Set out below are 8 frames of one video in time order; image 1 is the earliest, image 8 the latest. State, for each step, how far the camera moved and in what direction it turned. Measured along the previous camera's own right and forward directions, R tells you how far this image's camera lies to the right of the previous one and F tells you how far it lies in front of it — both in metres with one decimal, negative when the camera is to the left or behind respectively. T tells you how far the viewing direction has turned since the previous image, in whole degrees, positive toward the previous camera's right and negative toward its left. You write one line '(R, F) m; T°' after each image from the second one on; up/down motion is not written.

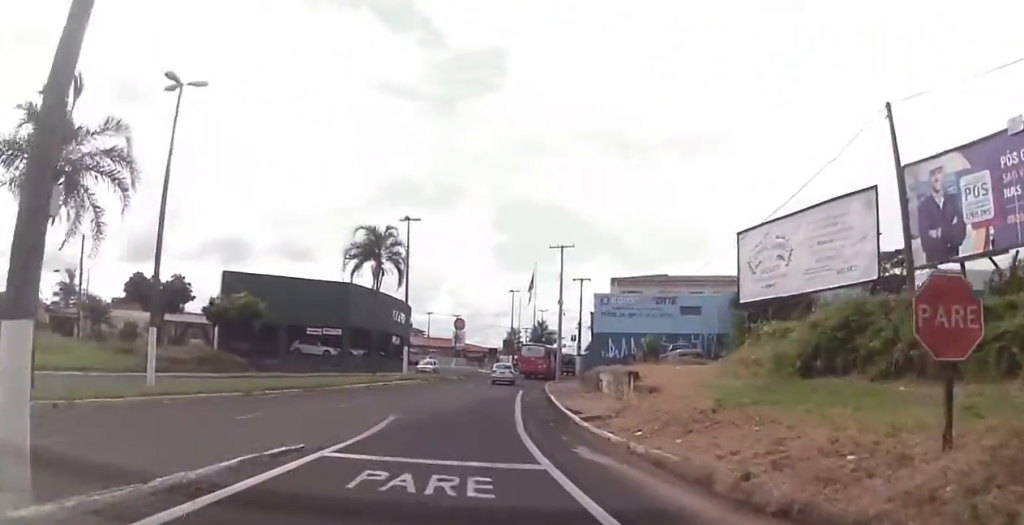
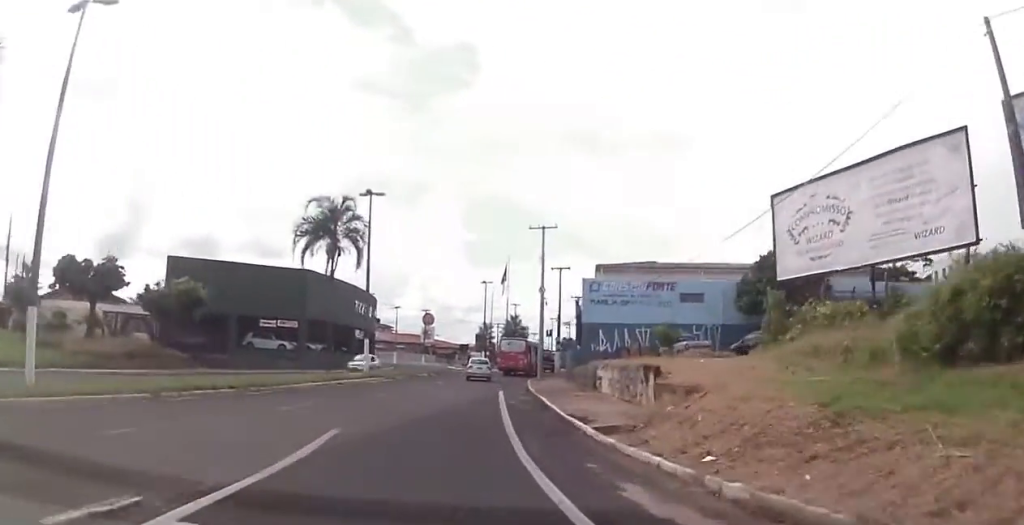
(+0.1, +6.4) m; +6°
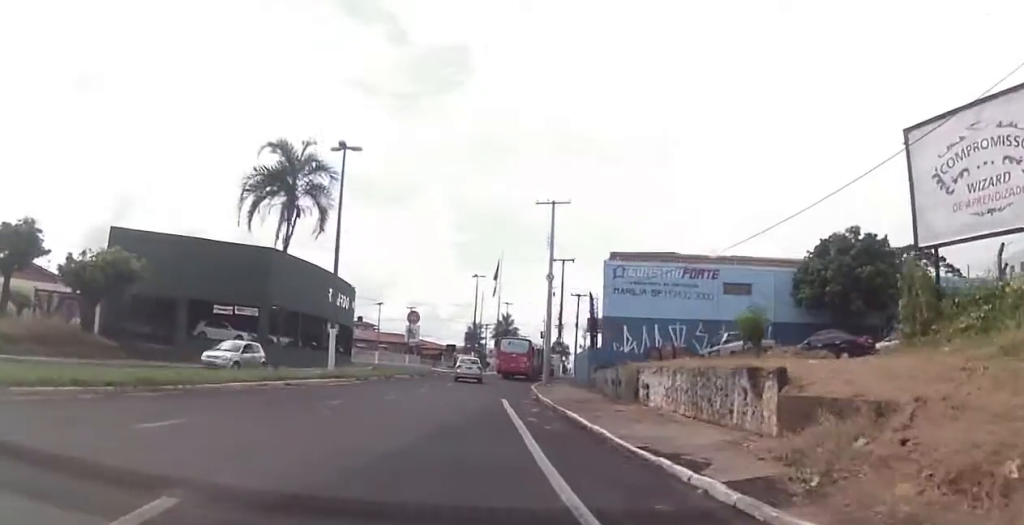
(+0.7, +8.4) m; +9°
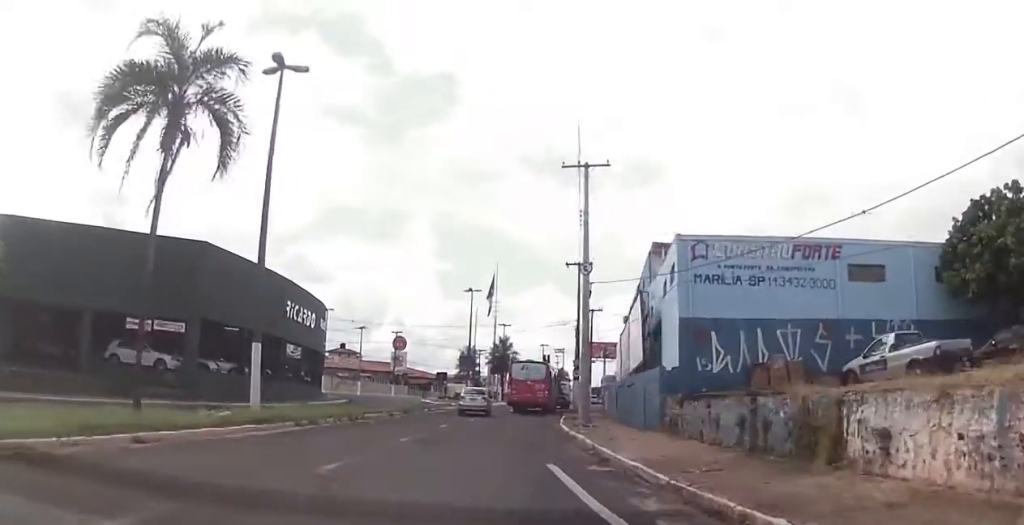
(+0.8, +12.5) m; +2°
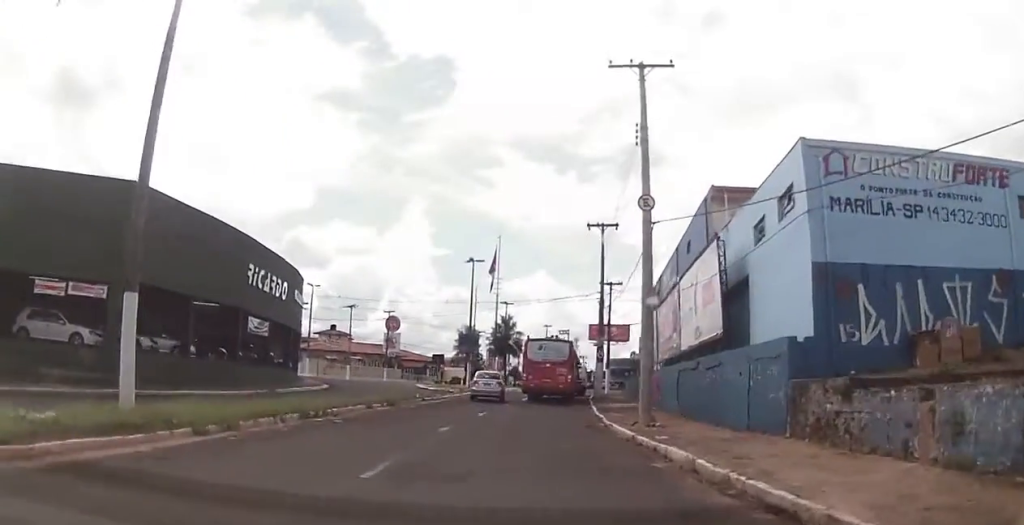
(-0.2, +9.2) m; -1°
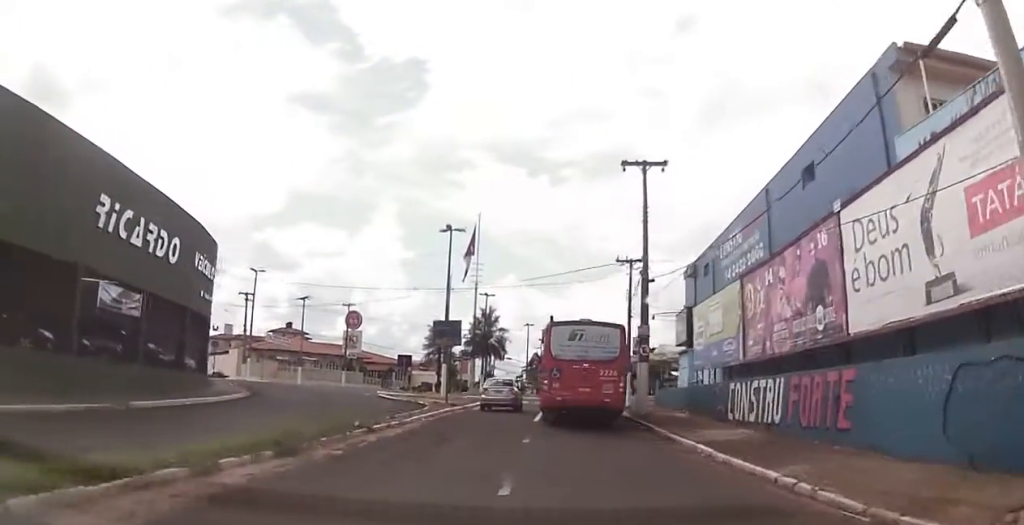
(+0.3, +15.5) m; +4°
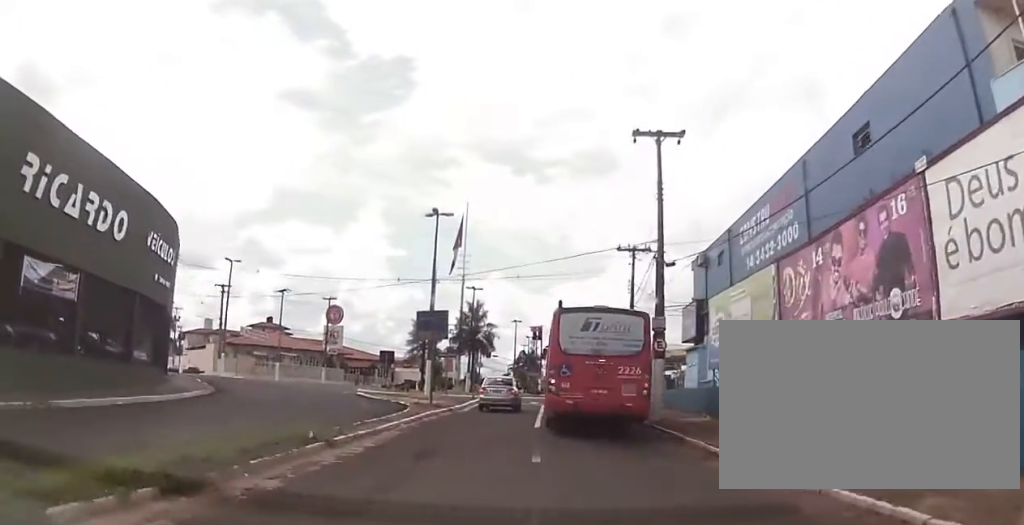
(+0.1, +4.2) m; +1°
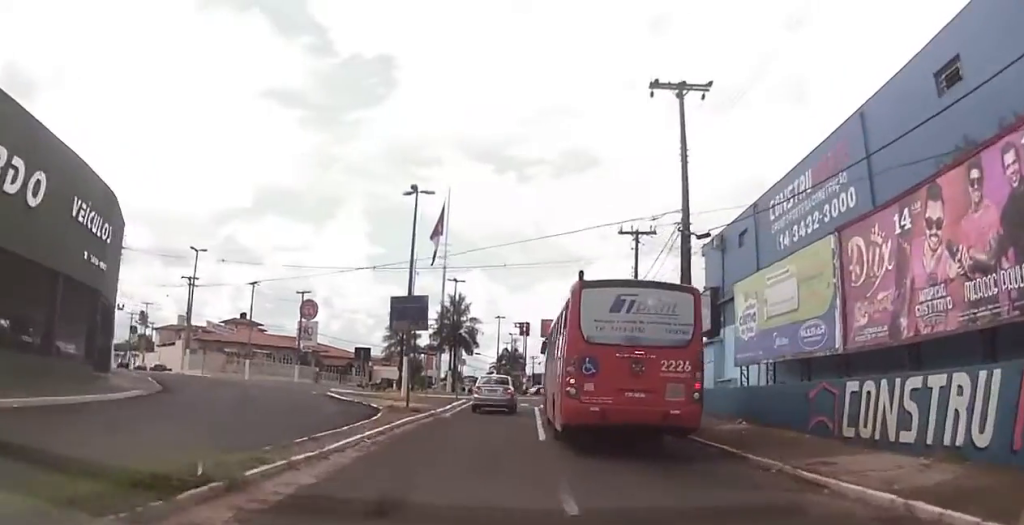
(+0.1, +5.1) m; +2°
